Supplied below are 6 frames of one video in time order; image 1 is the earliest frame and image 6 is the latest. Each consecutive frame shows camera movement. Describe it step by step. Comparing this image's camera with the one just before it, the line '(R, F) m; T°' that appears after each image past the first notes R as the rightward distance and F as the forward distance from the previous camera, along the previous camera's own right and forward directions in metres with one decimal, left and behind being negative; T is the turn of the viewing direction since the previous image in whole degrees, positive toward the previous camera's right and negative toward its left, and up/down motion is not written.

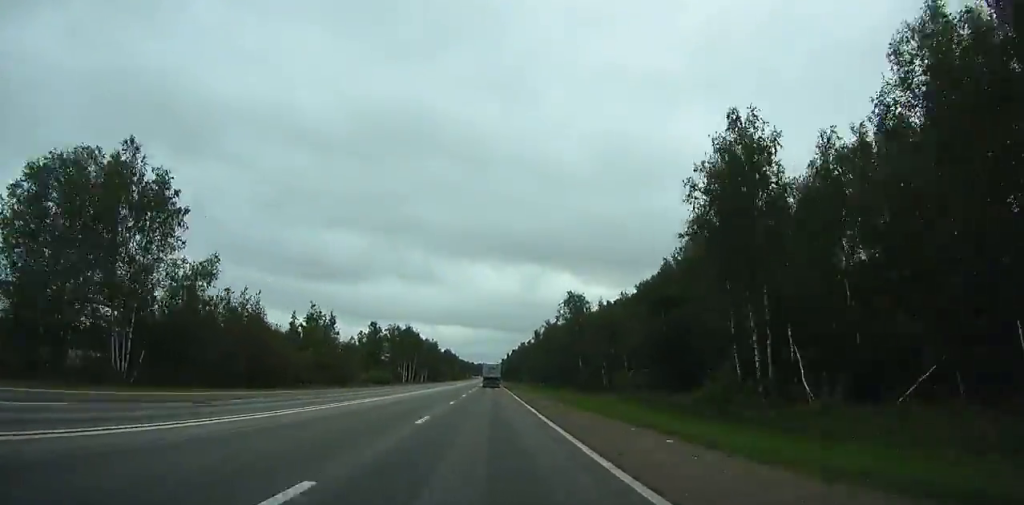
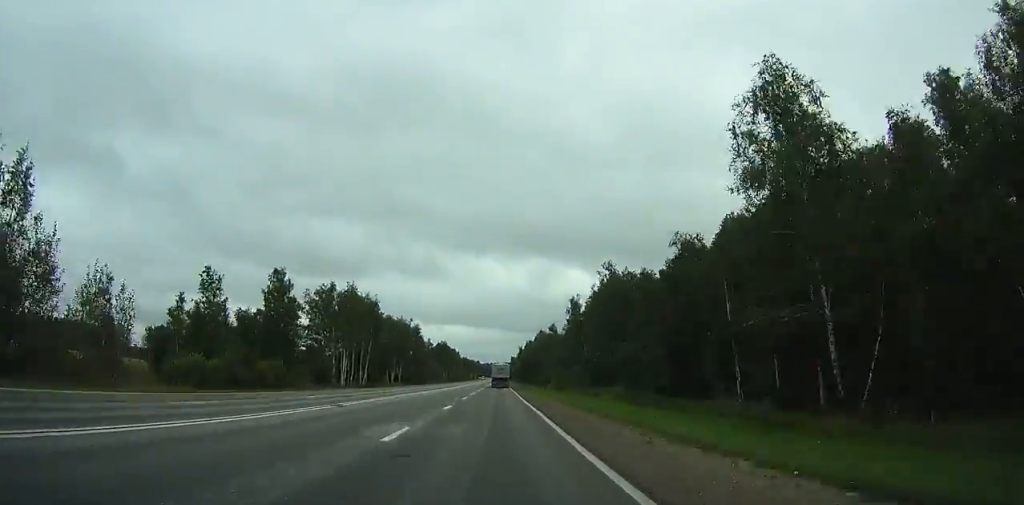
(-2.8, +88.2) m; -10°
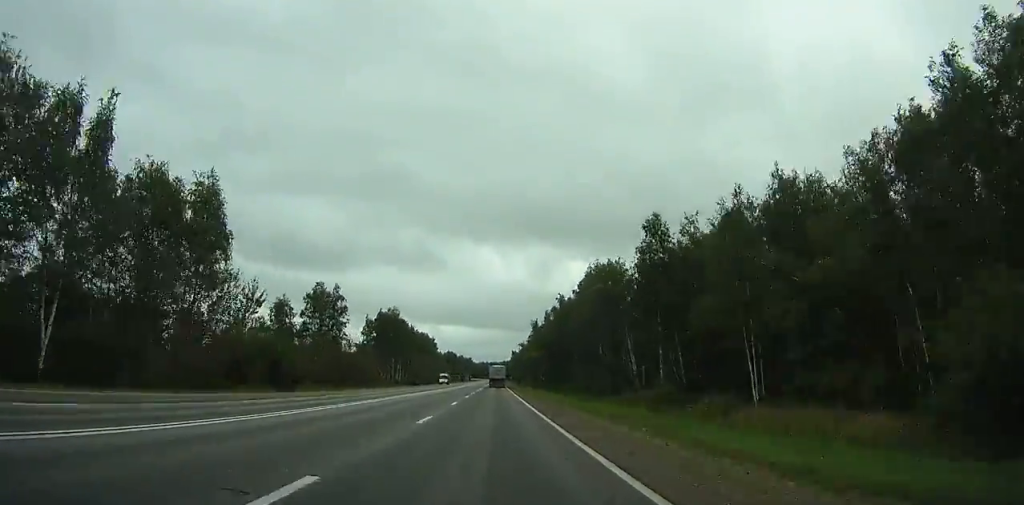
(-3.2, +140.2) m; +3°
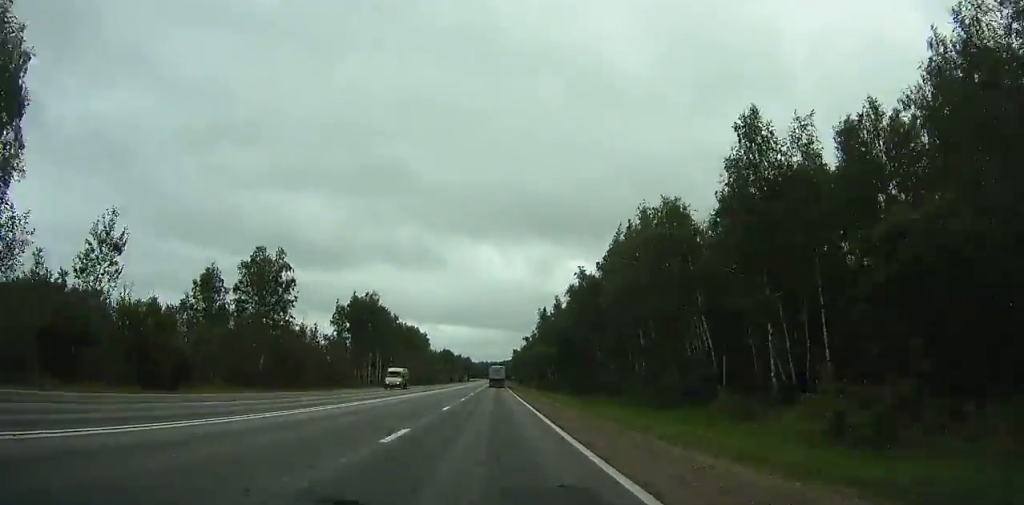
(0.0, +27.4) m; 0°
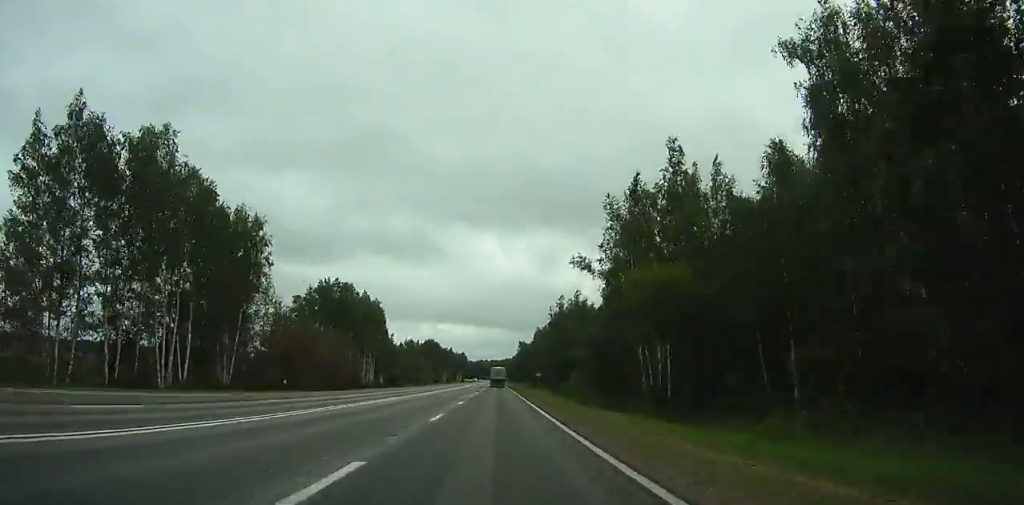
(-2.6, +88.1) m; -10°
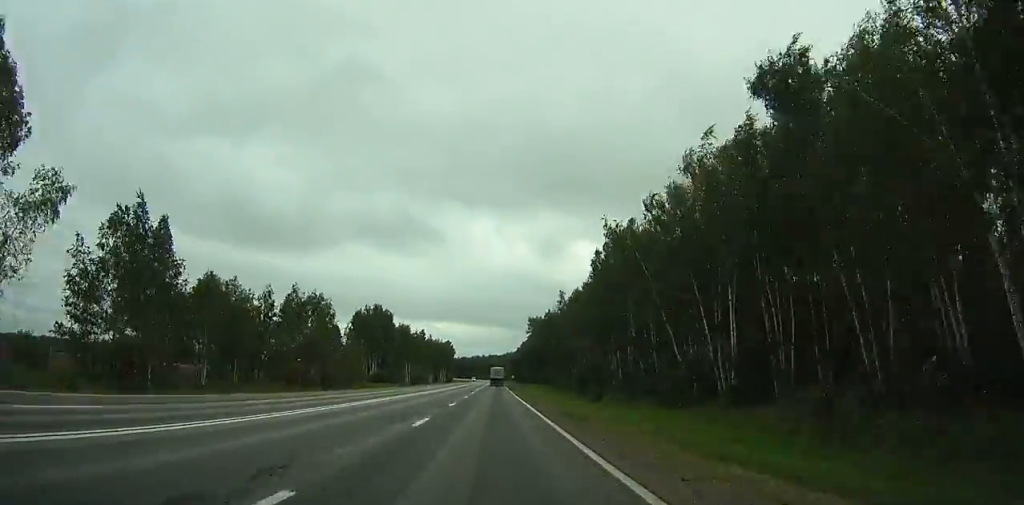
(-17.6, +121.9) m; -3°
